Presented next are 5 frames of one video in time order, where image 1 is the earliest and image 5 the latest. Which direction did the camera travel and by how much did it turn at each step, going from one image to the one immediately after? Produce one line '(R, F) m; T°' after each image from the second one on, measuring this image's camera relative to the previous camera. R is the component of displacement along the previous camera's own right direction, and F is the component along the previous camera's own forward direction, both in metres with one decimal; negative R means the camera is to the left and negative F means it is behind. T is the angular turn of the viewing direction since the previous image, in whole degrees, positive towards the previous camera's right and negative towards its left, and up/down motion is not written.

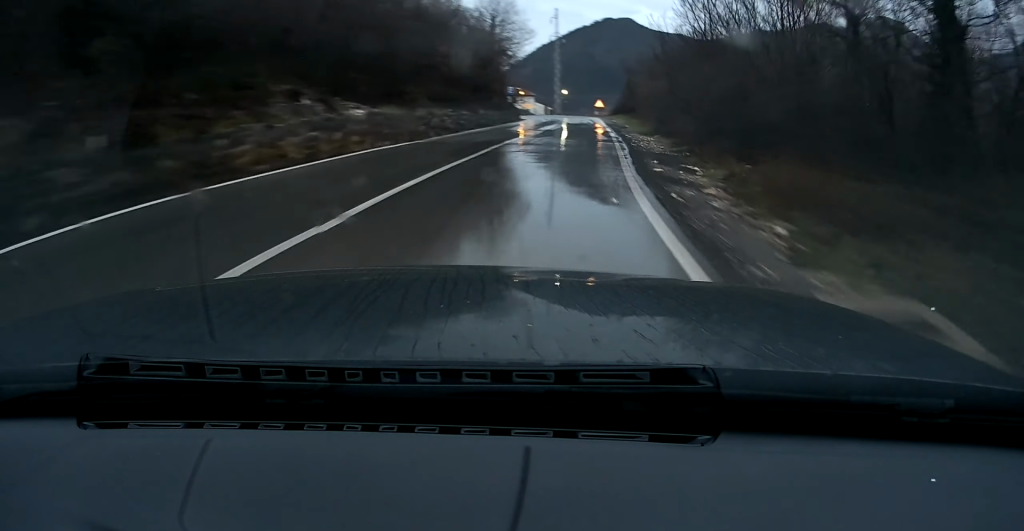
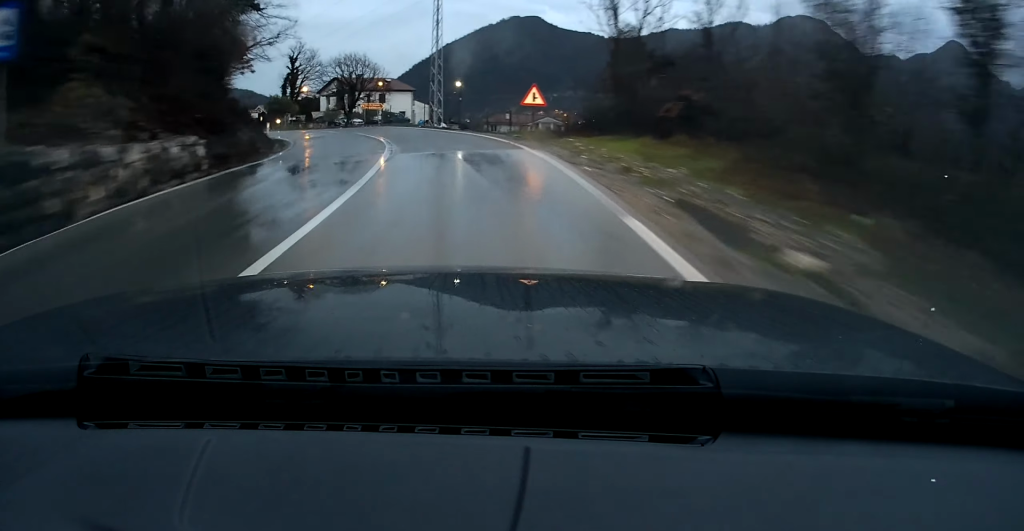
(+6.9, +54.6) m; +3°
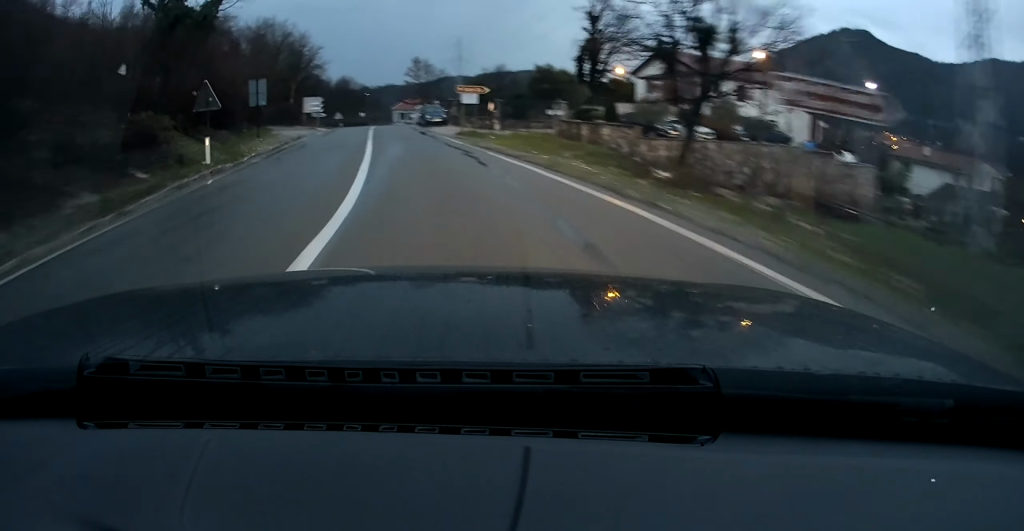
(-8.7, +45.2) m; -21°
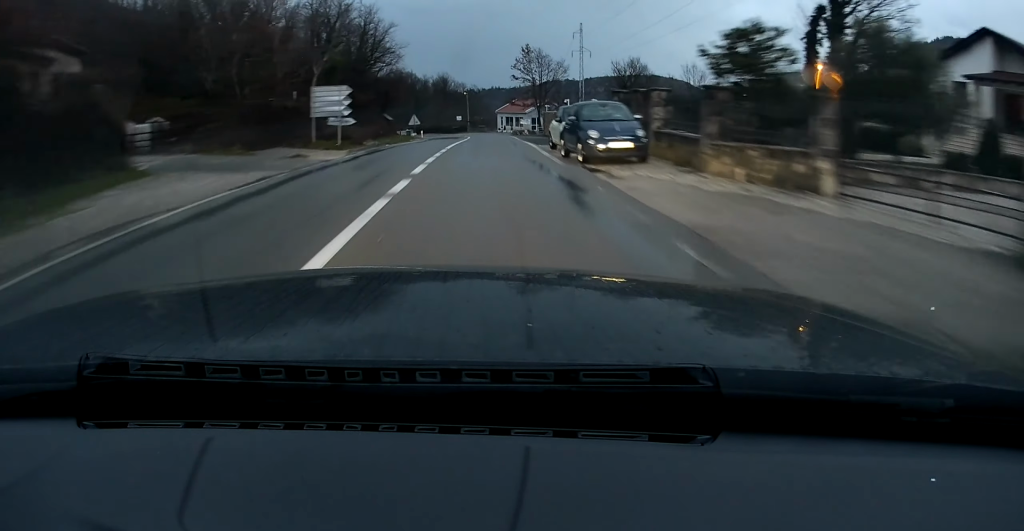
(-3.7, +31.5) m; -10°
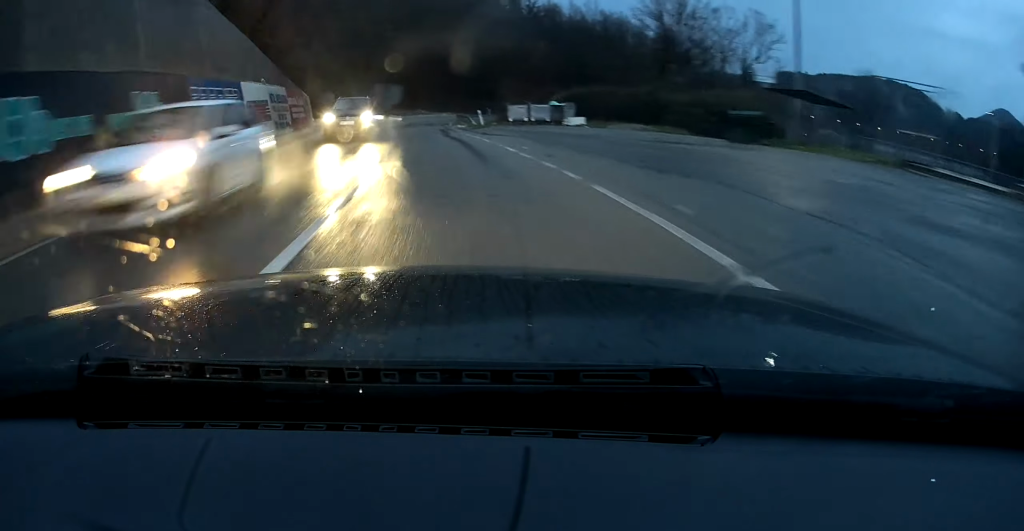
(-13.4, +93.1) m; -18°
